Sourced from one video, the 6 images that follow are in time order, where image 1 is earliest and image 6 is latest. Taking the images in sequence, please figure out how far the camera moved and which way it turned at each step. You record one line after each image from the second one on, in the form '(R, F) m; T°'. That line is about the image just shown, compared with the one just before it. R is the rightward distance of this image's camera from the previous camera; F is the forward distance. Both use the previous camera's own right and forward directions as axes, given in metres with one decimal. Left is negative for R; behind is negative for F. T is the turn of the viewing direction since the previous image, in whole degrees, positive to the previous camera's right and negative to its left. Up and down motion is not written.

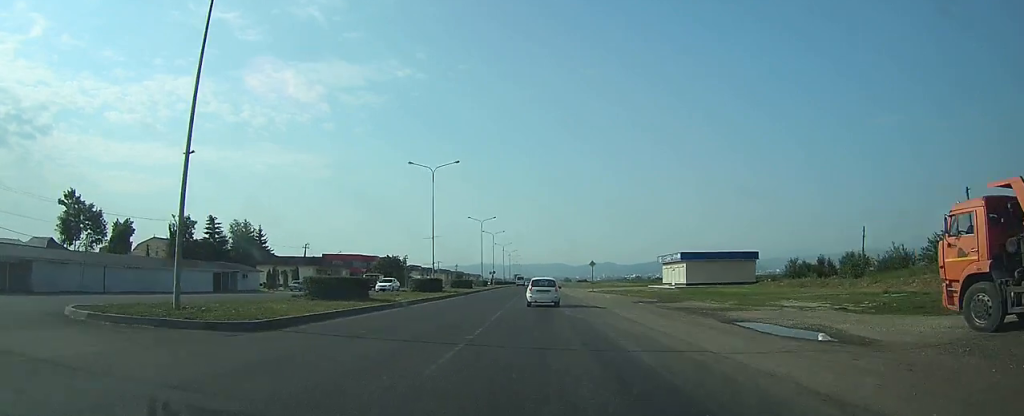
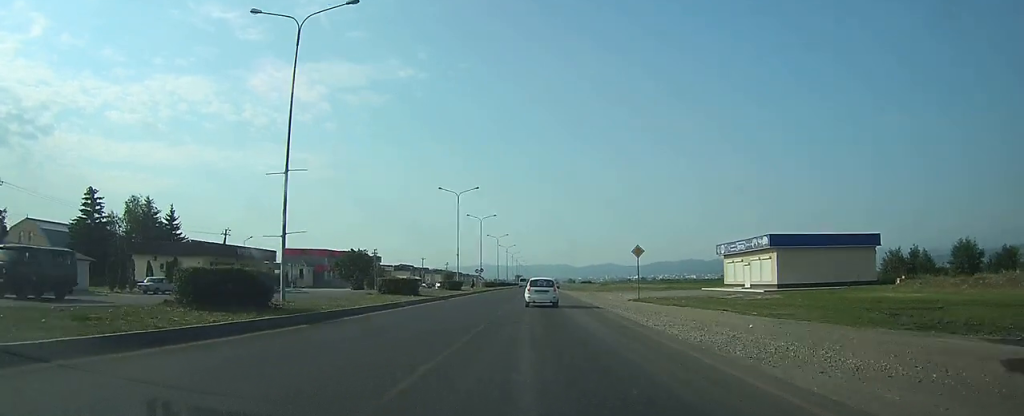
(-0.1, +33.3) m; 0°
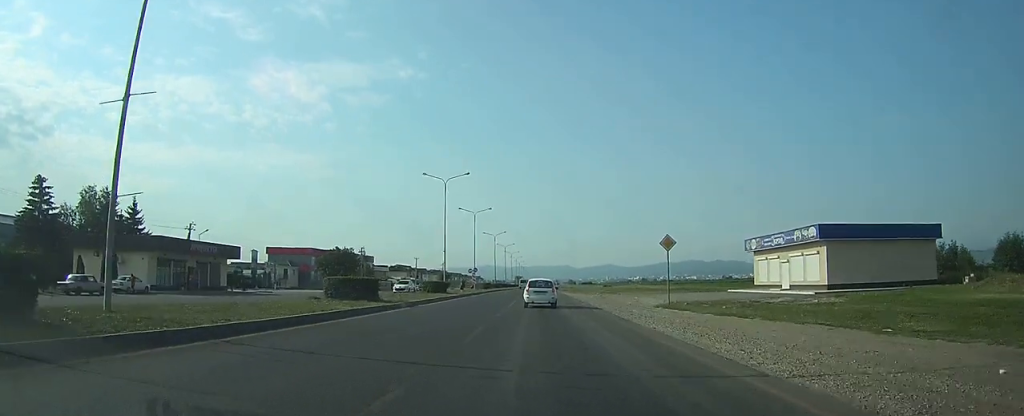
(0.0, +10.0) m; 0°
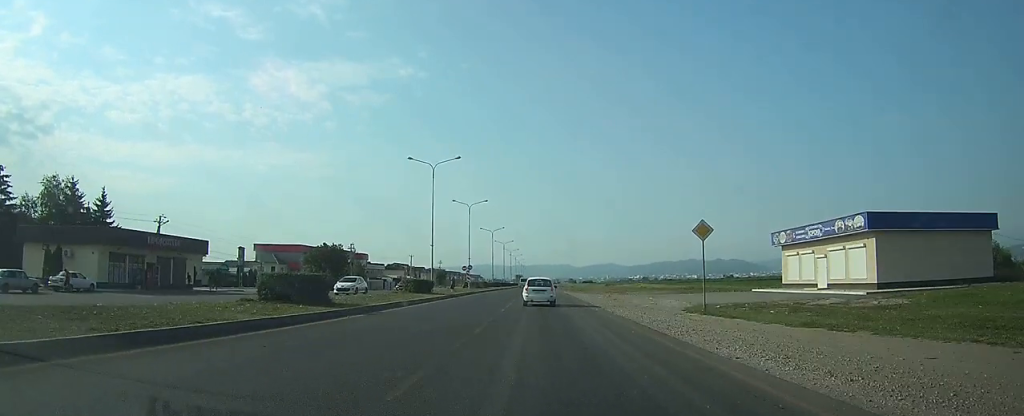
(0.0, +7.2) m; 0°
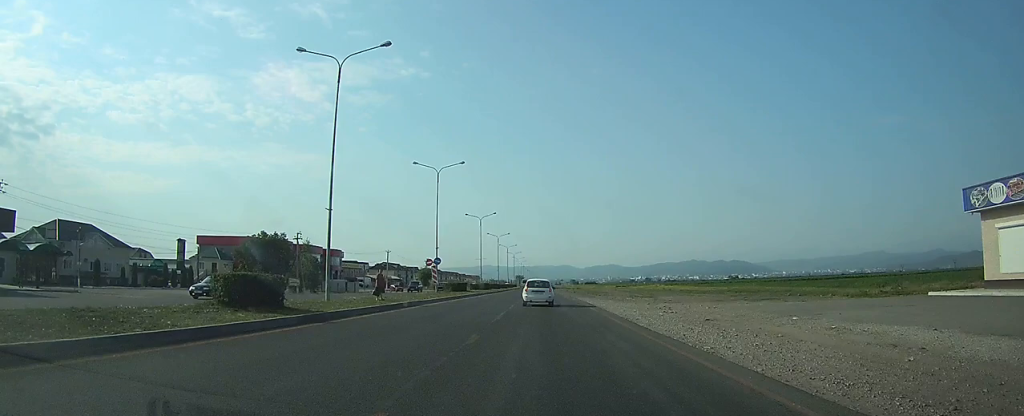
(0.0, +26.3) m; 0°
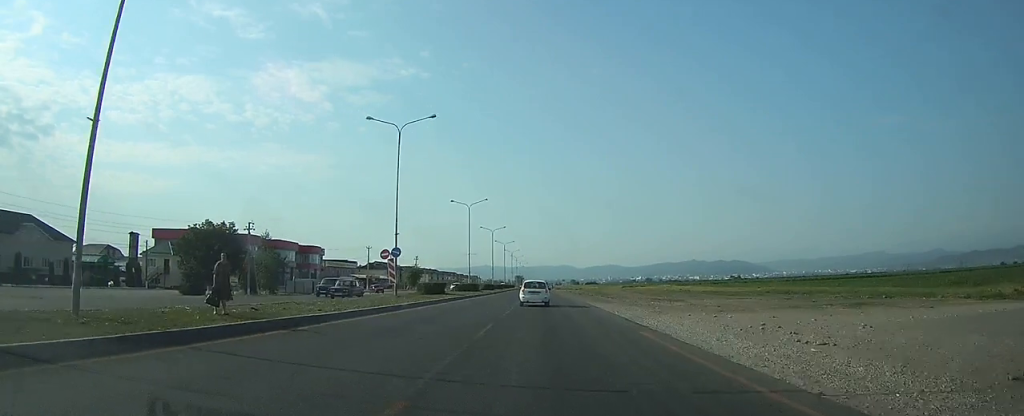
(0.0, +15.3) m; 0°
